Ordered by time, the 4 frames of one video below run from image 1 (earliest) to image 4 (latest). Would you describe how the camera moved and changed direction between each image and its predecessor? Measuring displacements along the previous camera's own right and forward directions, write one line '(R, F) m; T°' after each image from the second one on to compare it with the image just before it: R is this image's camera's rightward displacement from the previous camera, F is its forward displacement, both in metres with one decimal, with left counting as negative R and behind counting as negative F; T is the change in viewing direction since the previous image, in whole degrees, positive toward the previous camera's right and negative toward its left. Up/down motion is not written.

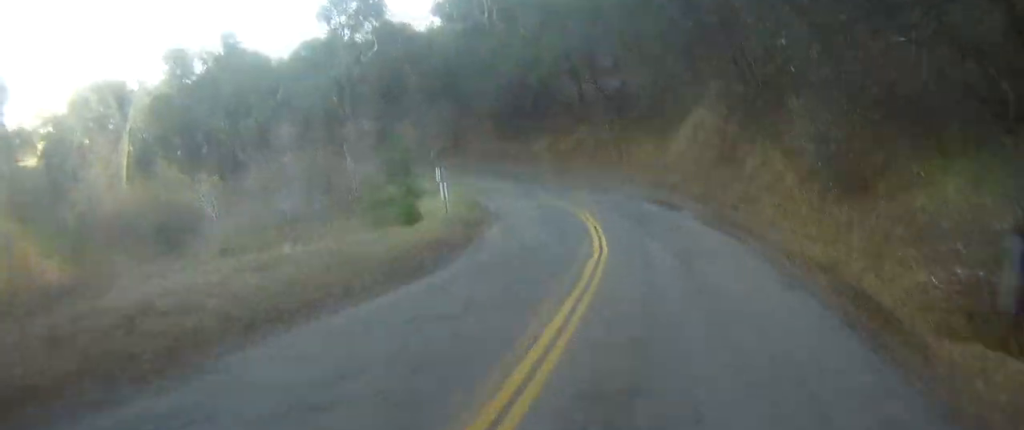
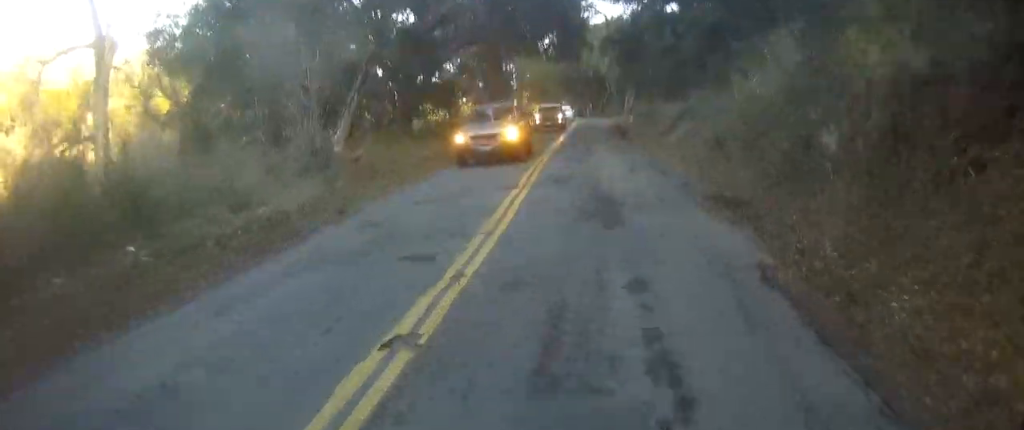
(-20.2, +48.8) m; -50°
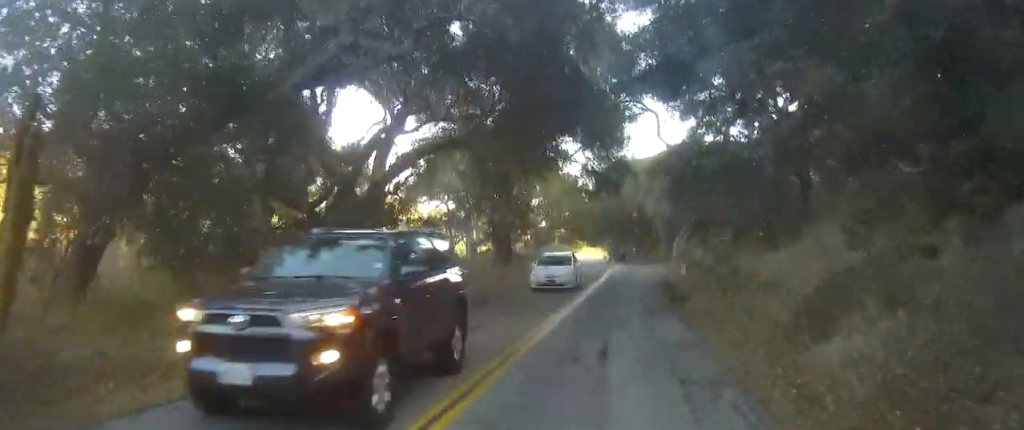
(+2.6, +14.2) m; +14°
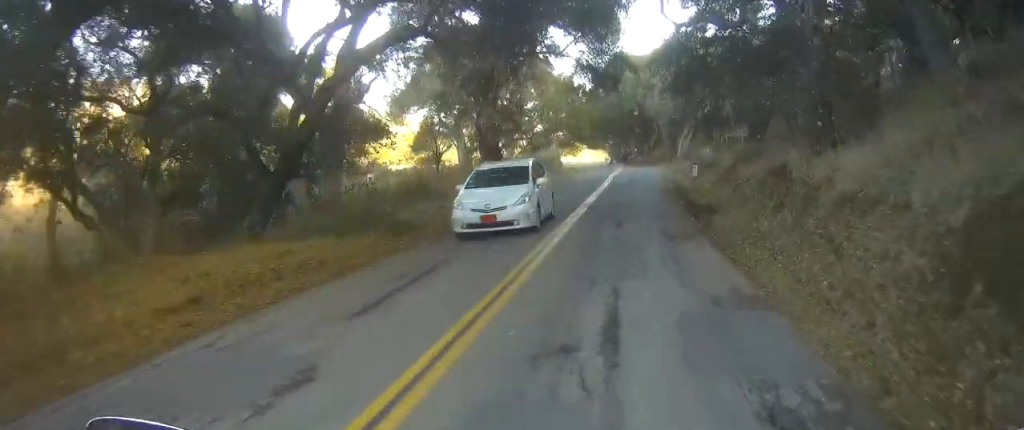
(+0.1, +4.2) m; 0°
